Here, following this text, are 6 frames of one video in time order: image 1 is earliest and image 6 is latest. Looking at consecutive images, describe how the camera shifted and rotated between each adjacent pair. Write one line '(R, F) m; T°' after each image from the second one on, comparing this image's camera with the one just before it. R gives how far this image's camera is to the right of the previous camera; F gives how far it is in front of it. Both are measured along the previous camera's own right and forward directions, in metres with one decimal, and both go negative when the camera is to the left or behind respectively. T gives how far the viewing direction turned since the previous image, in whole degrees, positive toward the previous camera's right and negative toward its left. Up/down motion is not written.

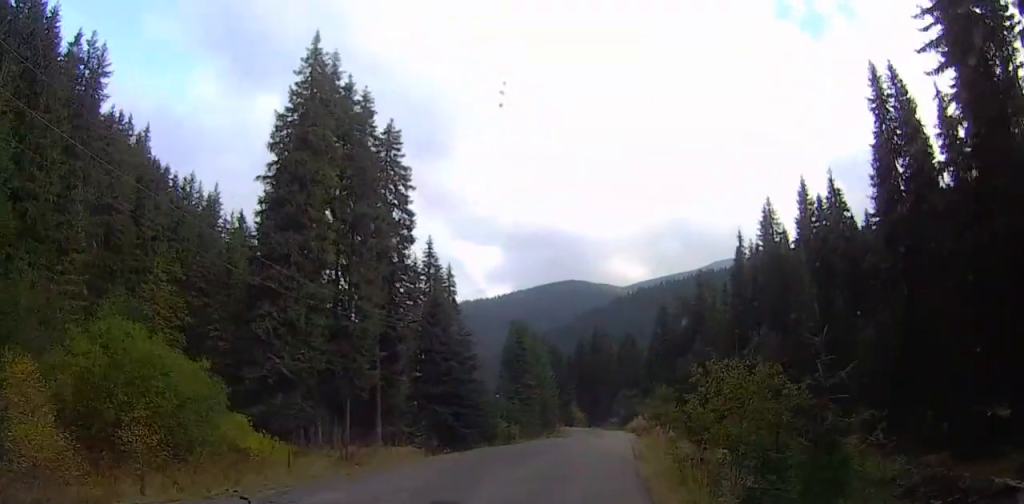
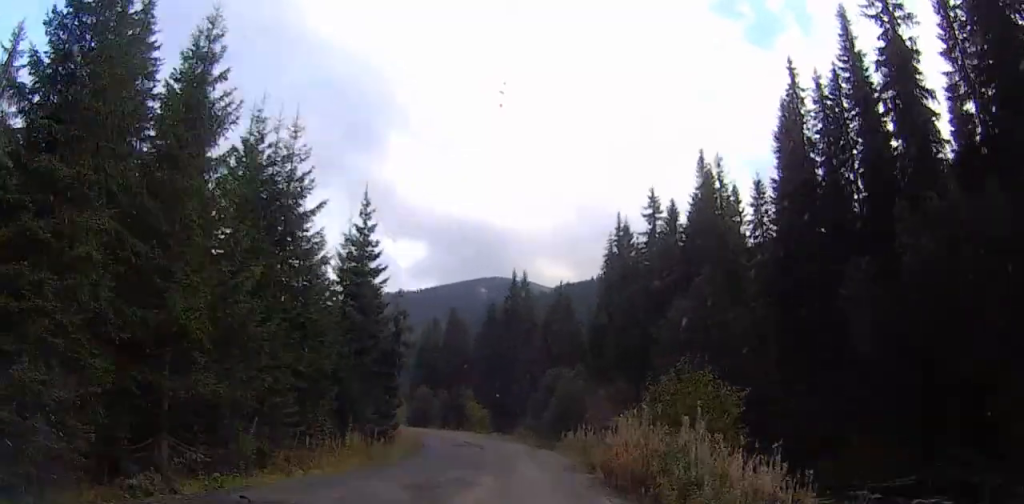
(+4.3, +55.4) m; +5°
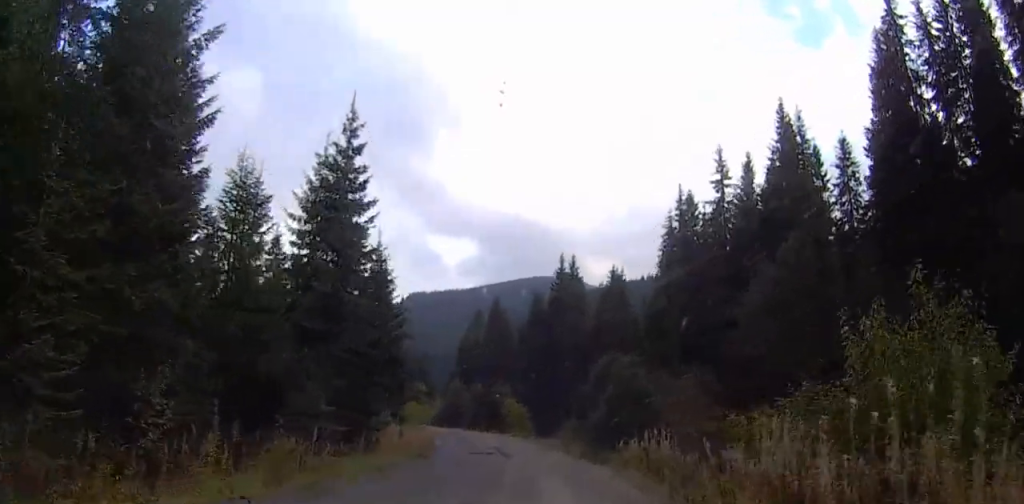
(-0.2, +10.7) m; -1°
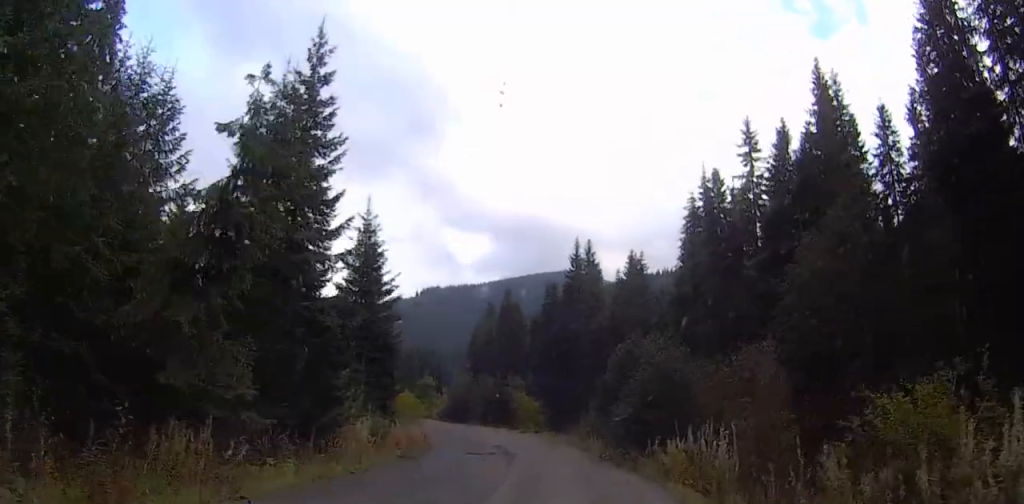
(0.0, +5.5) m; 0°
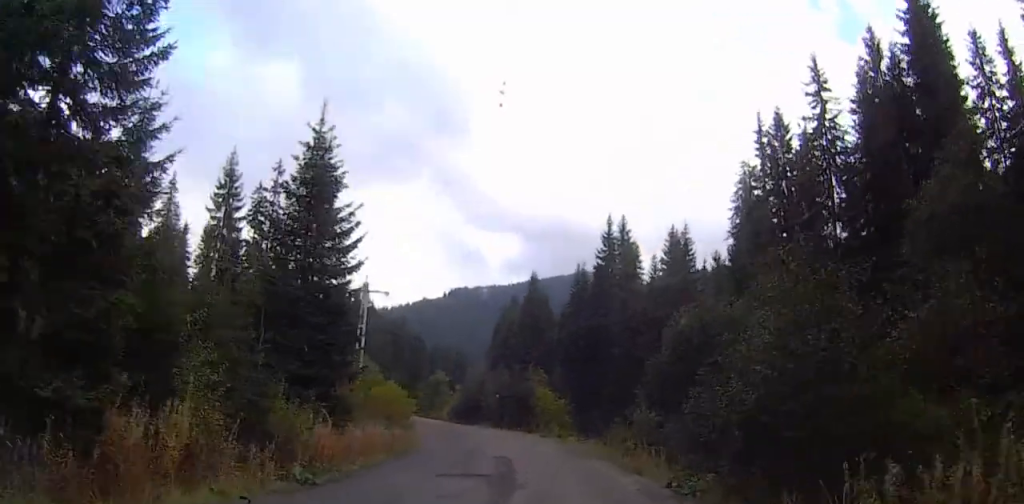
(-0.1, +11.9) m; -2°
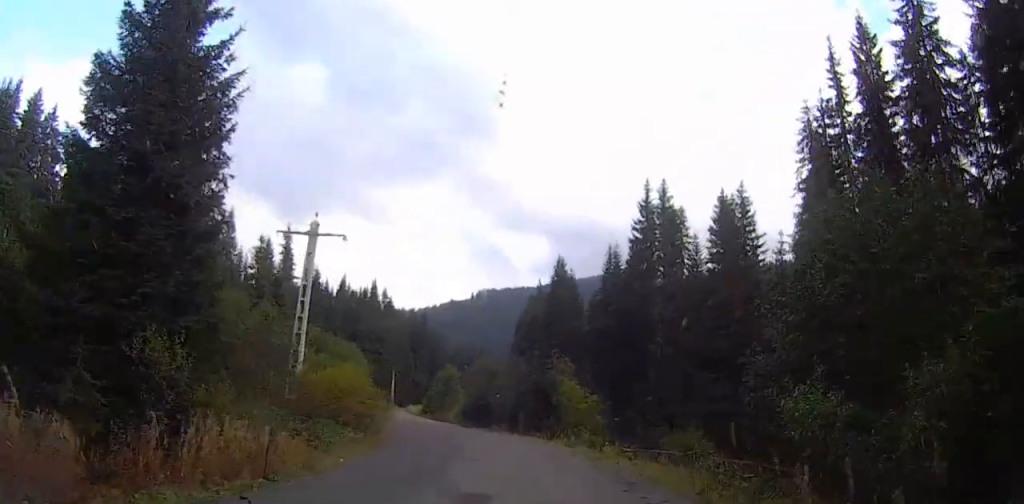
(-0.4, +13.0) m; -4°
